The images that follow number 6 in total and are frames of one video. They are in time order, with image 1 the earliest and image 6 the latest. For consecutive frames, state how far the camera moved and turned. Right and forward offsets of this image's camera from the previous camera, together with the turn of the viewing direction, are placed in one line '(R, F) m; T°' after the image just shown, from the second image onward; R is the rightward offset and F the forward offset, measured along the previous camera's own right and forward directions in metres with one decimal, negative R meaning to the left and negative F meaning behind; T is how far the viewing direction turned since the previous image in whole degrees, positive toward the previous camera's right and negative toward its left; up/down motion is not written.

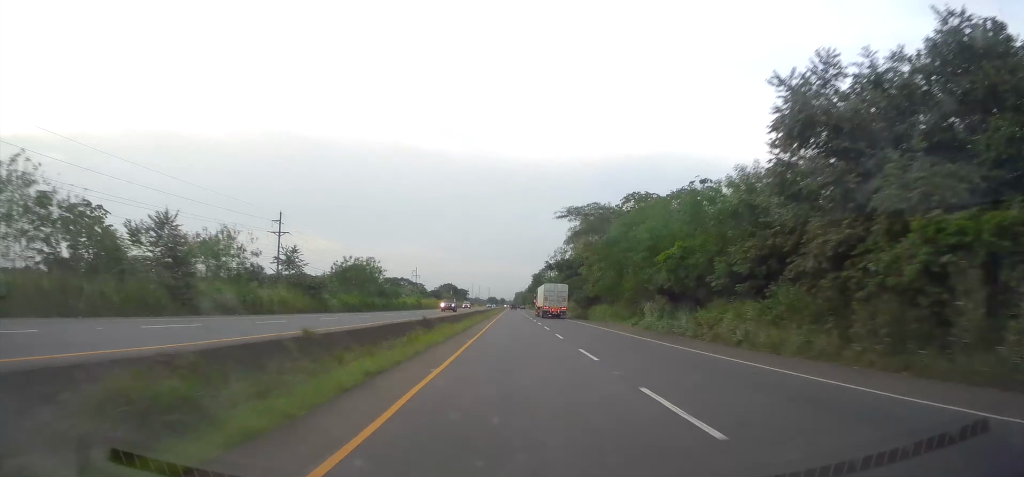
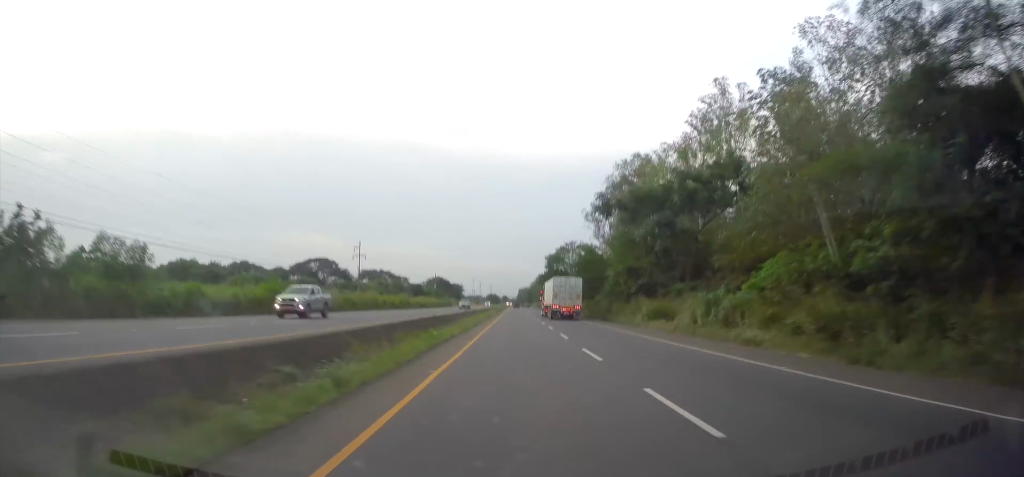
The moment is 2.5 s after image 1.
(+0.1, +65.6) m; 0°
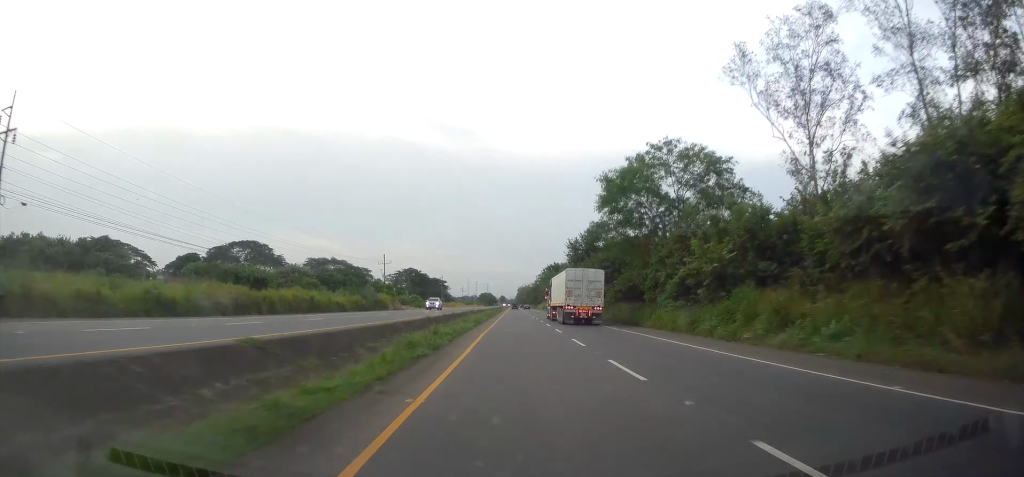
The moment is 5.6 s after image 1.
(-0.2, +80.0) m; 0°
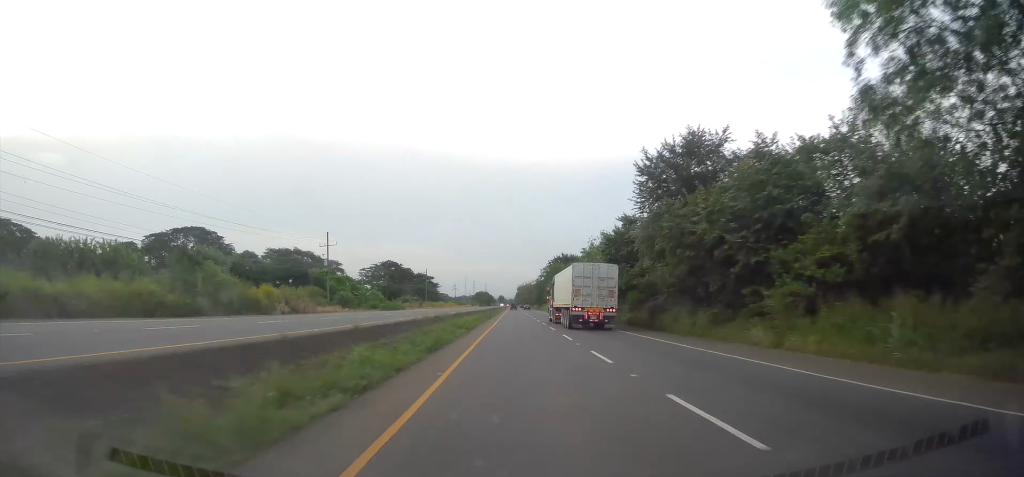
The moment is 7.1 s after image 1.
(+0.4, +38.7) m; 0°
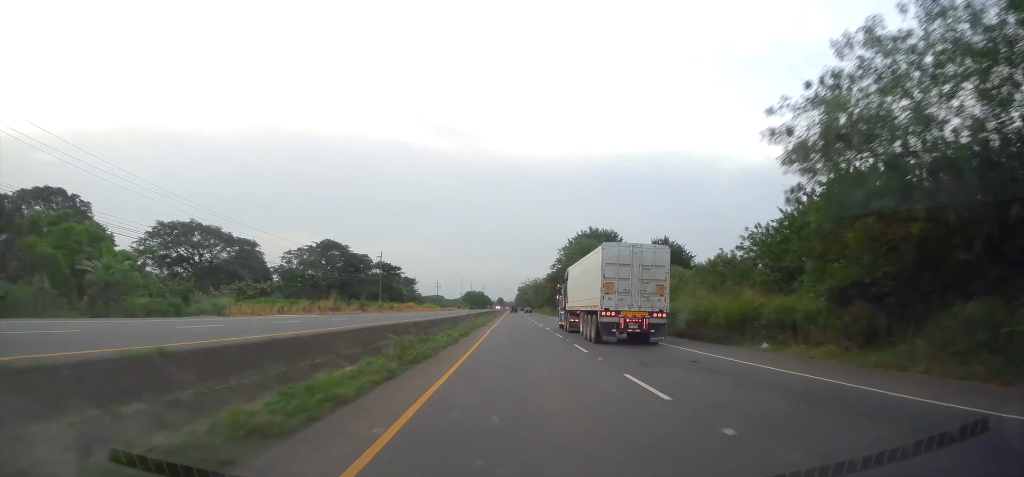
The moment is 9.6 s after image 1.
(-0.5, +64.6) m; -1°
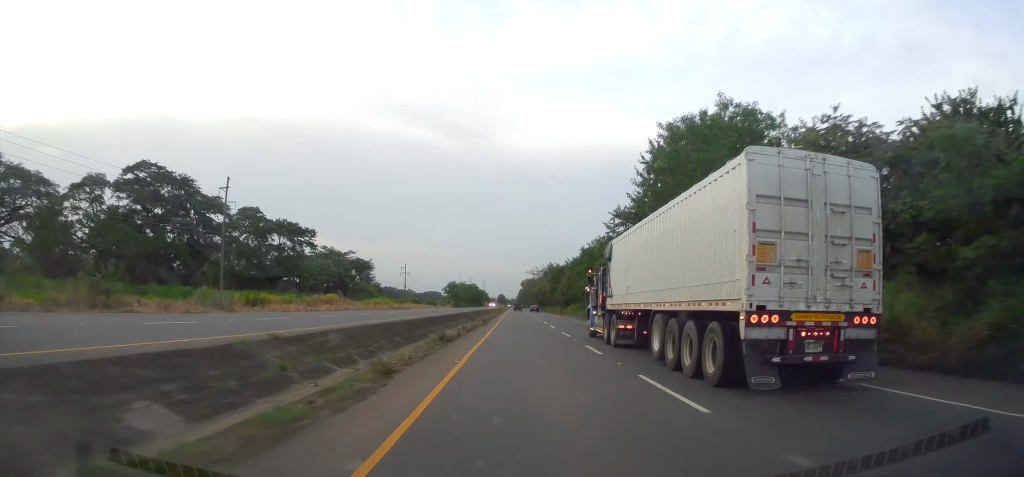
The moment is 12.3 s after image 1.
(+0.3, +69.2) m; +1°
